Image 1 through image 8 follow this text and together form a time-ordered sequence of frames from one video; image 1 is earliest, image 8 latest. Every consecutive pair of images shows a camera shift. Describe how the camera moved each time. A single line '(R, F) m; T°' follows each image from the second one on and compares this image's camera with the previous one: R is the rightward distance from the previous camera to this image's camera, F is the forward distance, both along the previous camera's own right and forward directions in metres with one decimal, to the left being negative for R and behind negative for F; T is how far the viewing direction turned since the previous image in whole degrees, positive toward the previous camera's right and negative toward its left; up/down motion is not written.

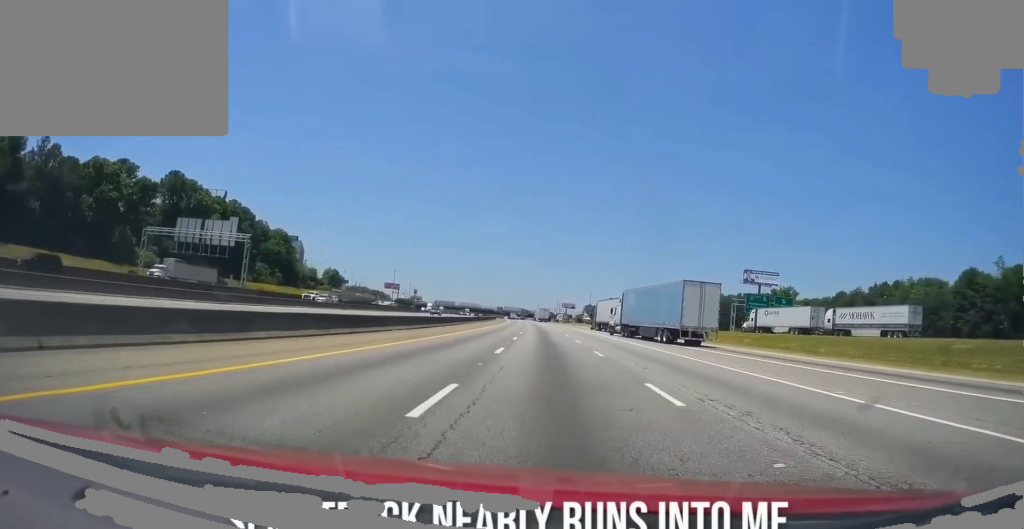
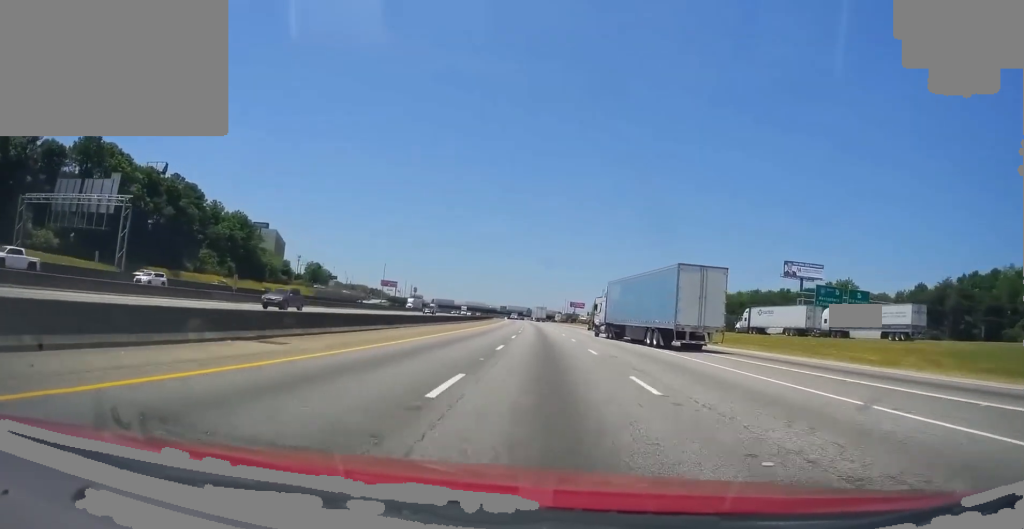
(-0.4, +36.3) m; -2°
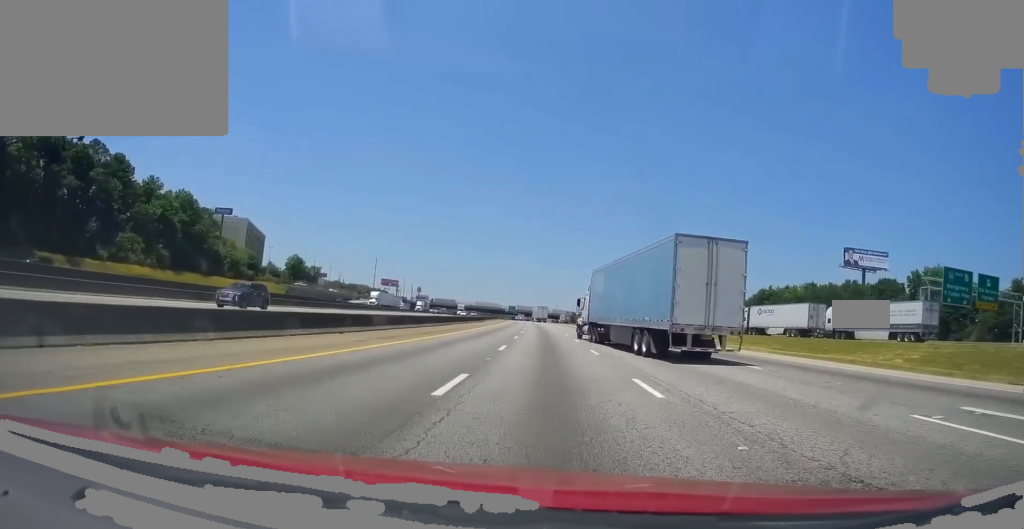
(-0.6, +35.4) m; -1°
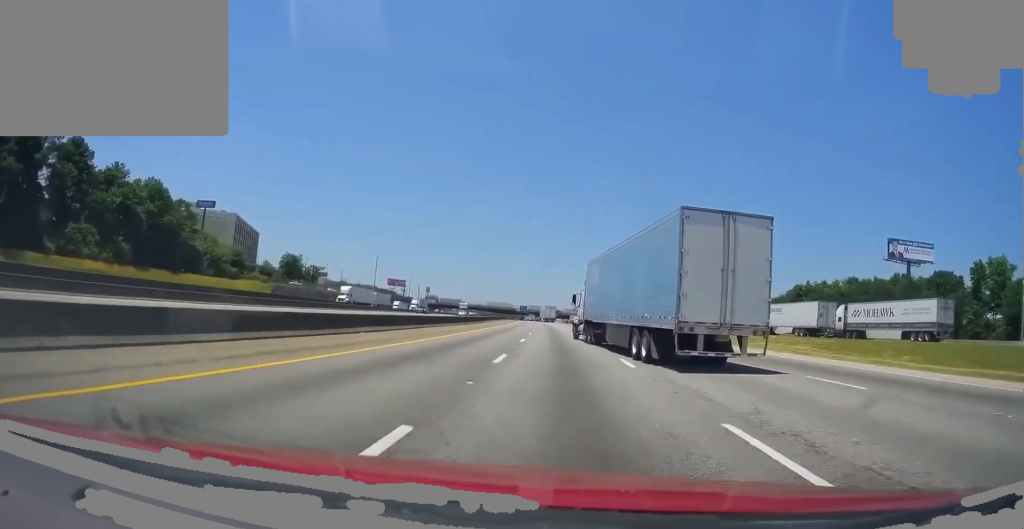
(0.0, +18.8) m; 0°
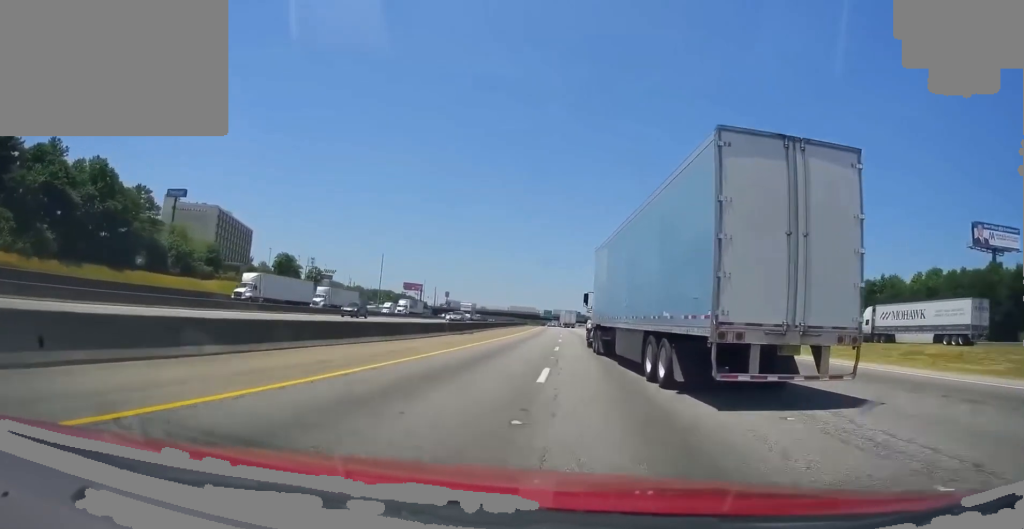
(+0.6, +26.2) m; -1°
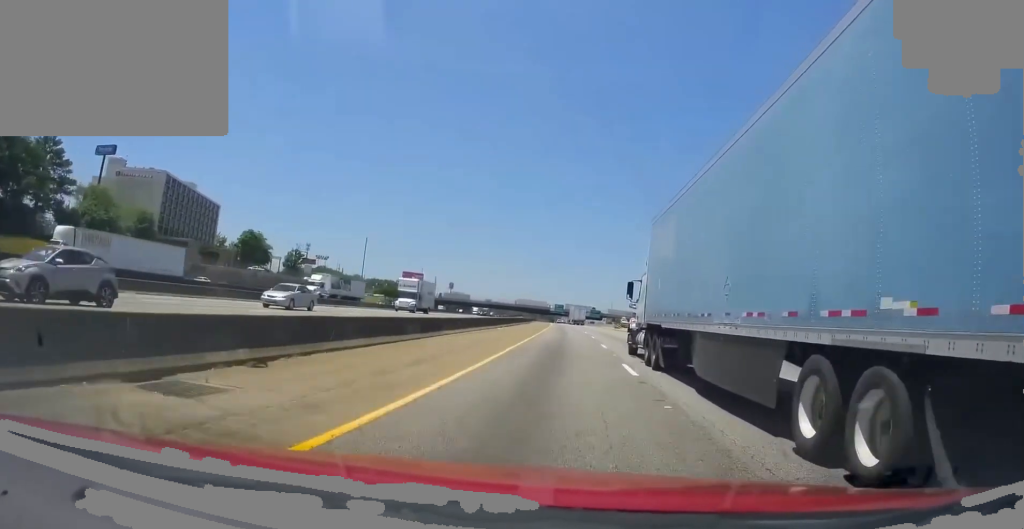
(-1.8, +36.0) m; -3°
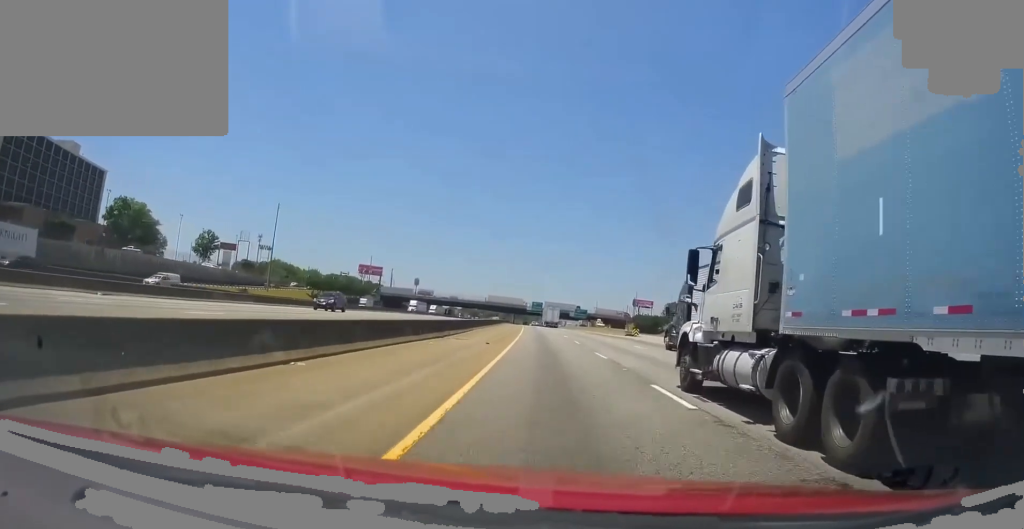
(+0.1, +54.0) m; 0°
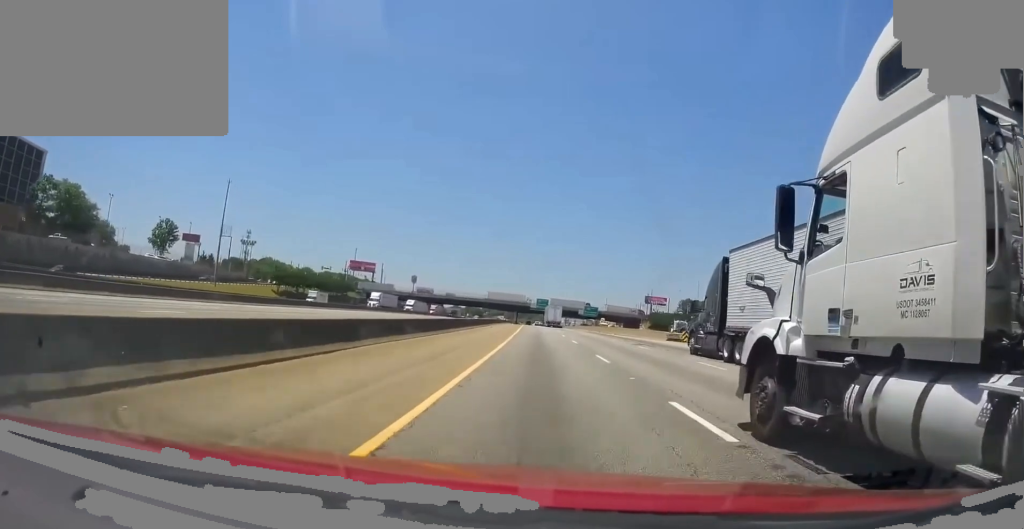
(0.0, +27.6) m; 0°
